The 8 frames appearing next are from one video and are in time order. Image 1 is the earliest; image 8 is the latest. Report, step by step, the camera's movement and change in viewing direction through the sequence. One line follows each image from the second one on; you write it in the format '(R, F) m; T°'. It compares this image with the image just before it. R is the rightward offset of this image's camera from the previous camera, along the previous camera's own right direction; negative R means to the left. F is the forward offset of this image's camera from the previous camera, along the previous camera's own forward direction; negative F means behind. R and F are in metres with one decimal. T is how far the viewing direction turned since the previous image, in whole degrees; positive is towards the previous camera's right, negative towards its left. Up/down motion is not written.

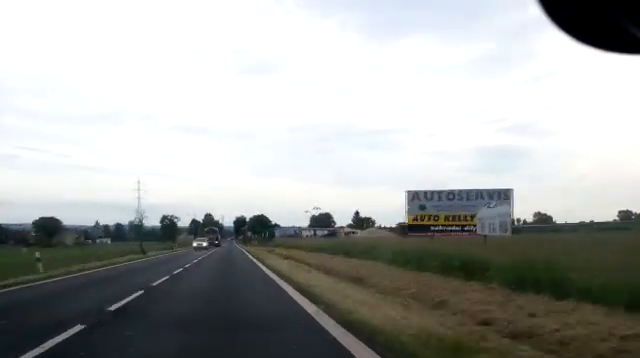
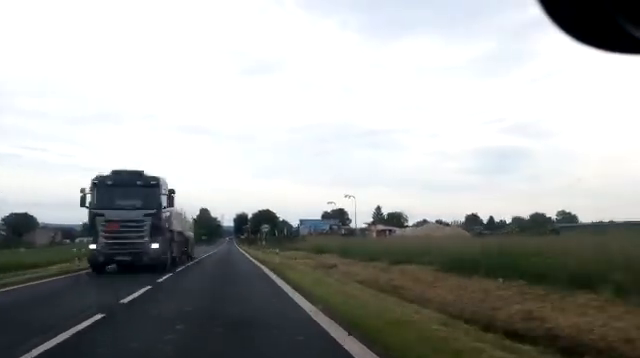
(-0.2, +35.0) m; 0°
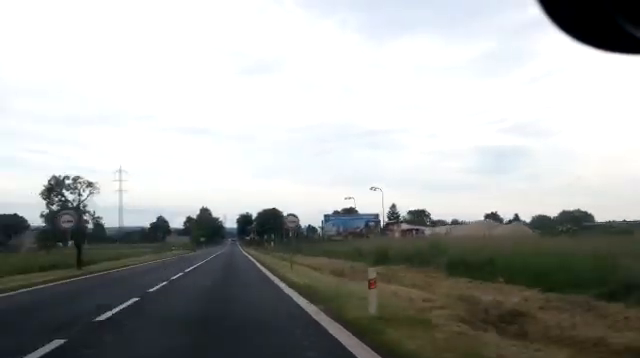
(0.0, +15.2) m; 0°
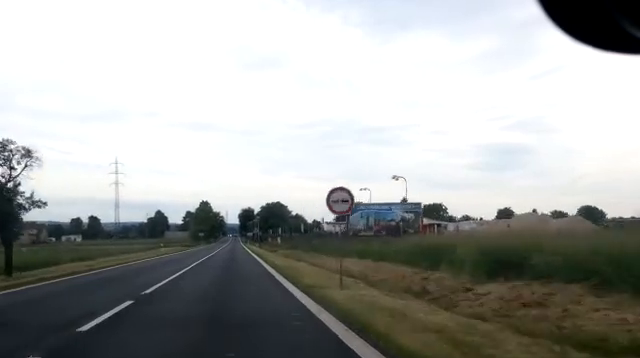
(0.0, +9.9) m; 0°
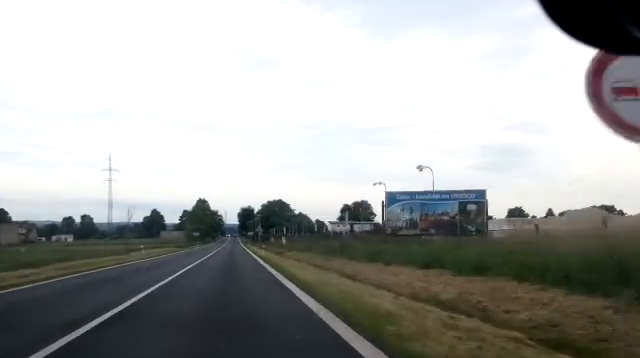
(0.0, +9.2) m; 0°
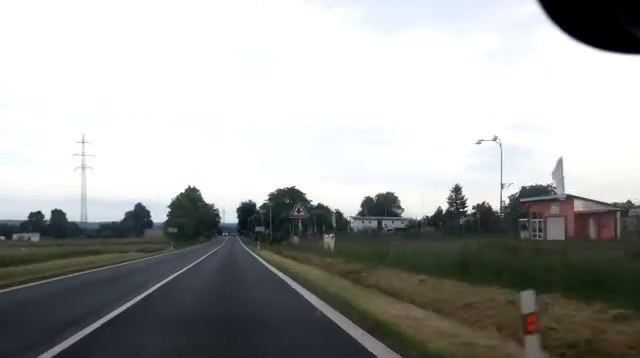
(0.0, +34.4) m; -1°
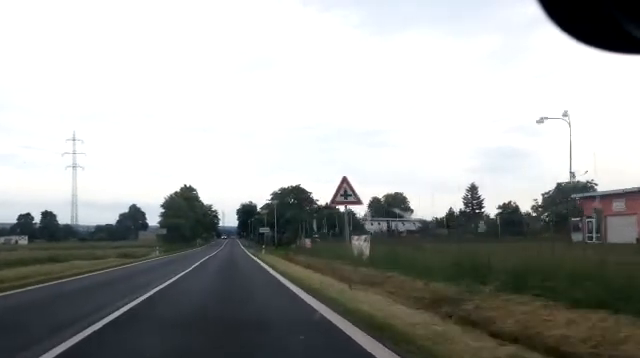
(0.0, +9.4) m; 0°
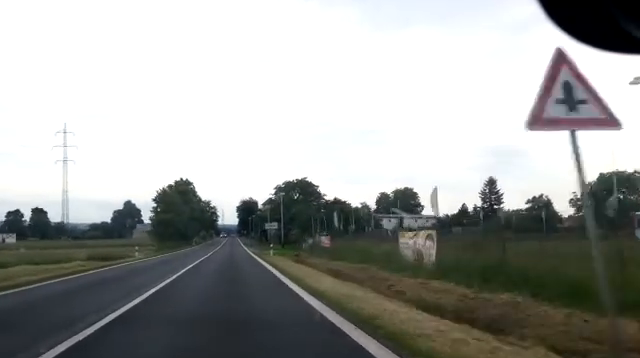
(+0.1, +8.7) m; 0°
